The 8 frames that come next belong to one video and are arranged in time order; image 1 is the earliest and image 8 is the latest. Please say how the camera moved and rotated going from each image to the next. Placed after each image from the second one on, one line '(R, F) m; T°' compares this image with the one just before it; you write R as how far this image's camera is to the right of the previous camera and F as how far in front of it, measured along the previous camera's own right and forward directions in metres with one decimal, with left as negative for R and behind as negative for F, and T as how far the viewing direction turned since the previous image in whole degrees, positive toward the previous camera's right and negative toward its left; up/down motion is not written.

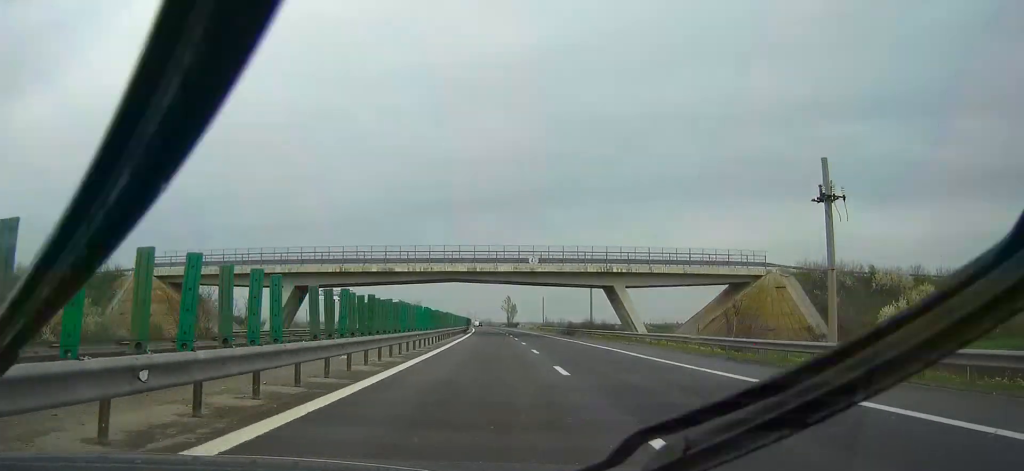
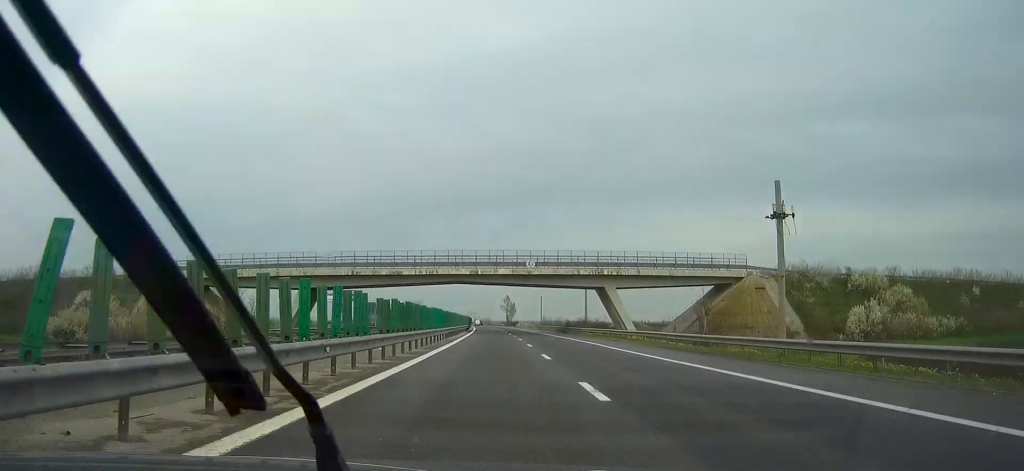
(0.0, +22.4) m; 0°
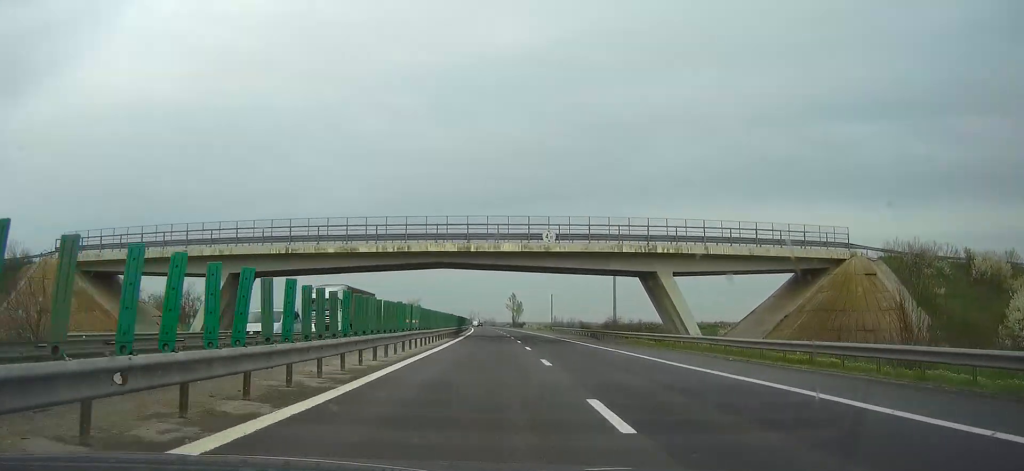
(-0.1, +17.9) m; -1°
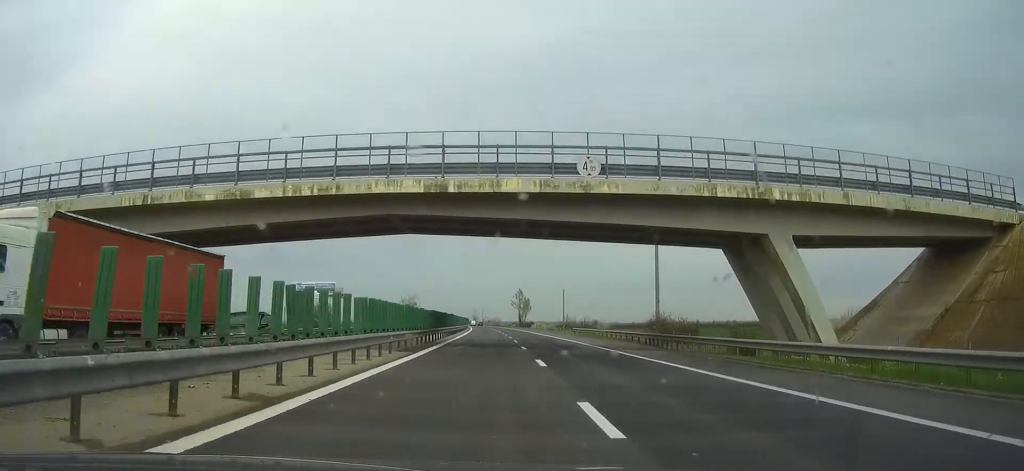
(-0.1, +16.5) m; -1°
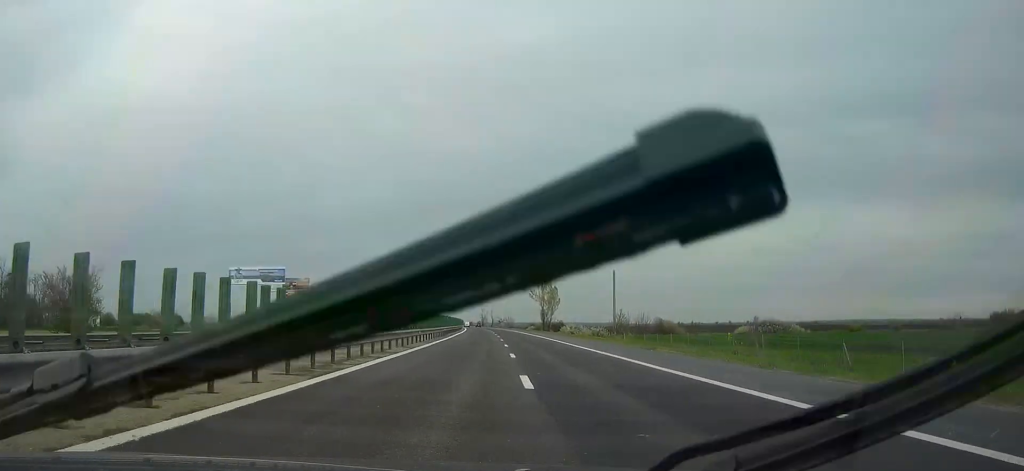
(-0.5, +48.6) m; -1°
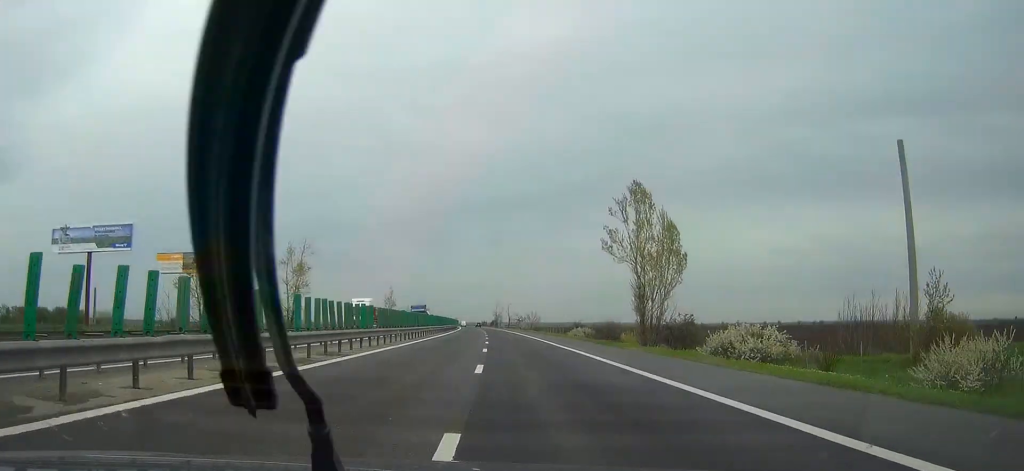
(0.0, +66.5) m; 0°
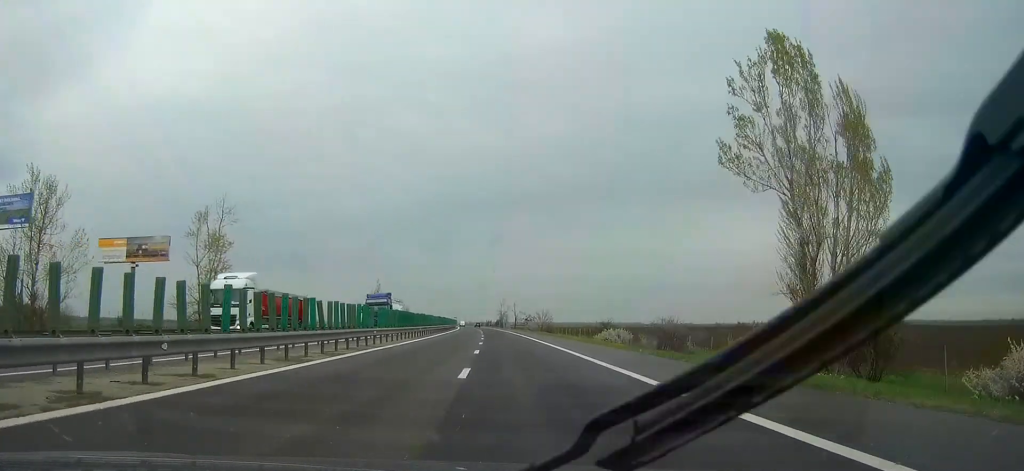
(0.0, +22.1) m; 0°
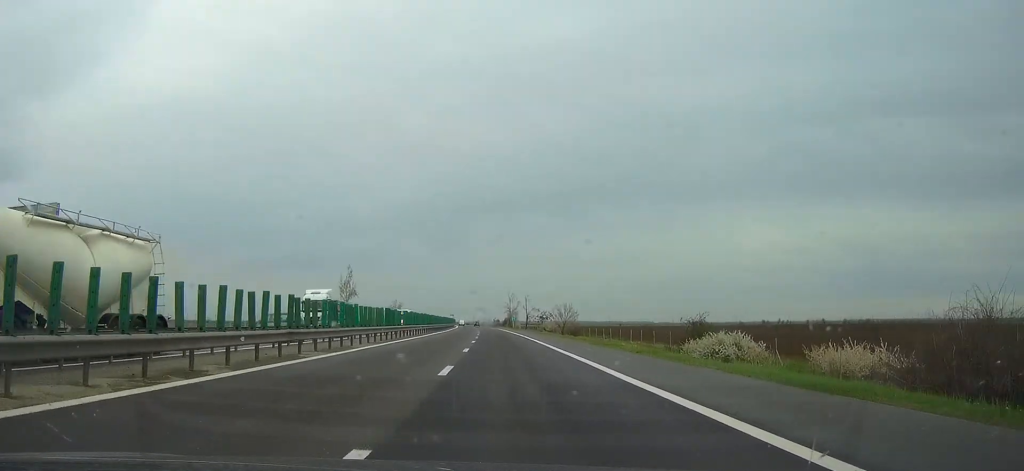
(0.0, +31.9) m; 0°
